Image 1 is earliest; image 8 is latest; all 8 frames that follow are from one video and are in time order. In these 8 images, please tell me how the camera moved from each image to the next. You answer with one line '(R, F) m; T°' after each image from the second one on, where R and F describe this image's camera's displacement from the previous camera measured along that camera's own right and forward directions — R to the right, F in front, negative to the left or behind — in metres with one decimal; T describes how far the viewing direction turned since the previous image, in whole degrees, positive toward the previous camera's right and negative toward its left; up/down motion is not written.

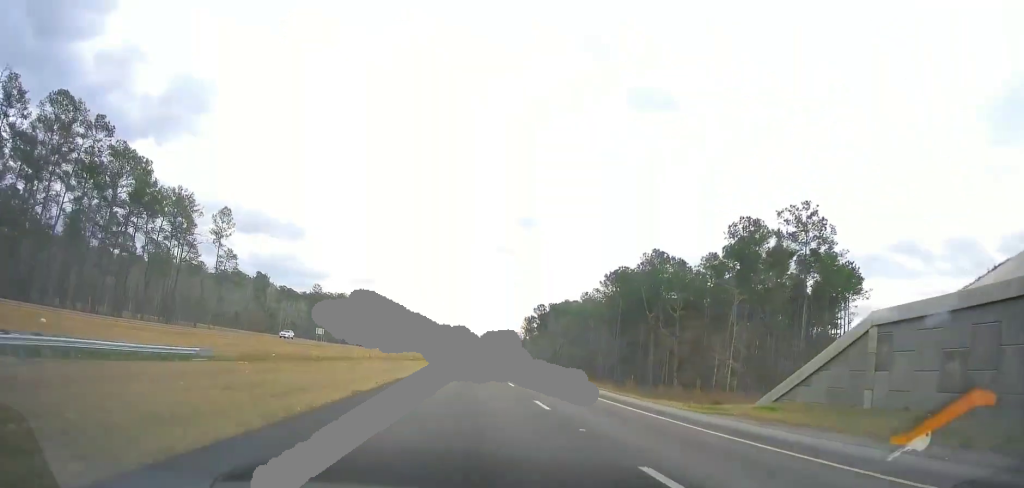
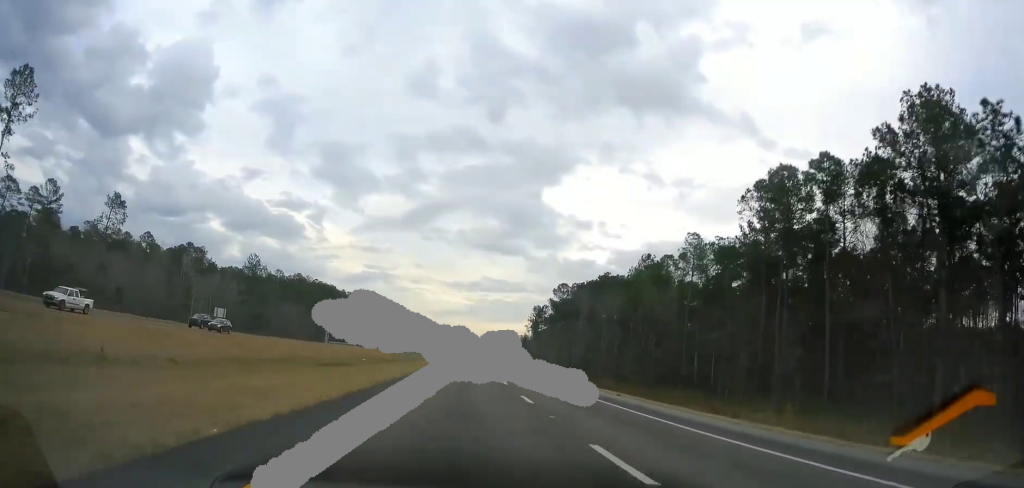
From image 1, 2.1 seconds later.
(+0.7, +70.3) m; 0°
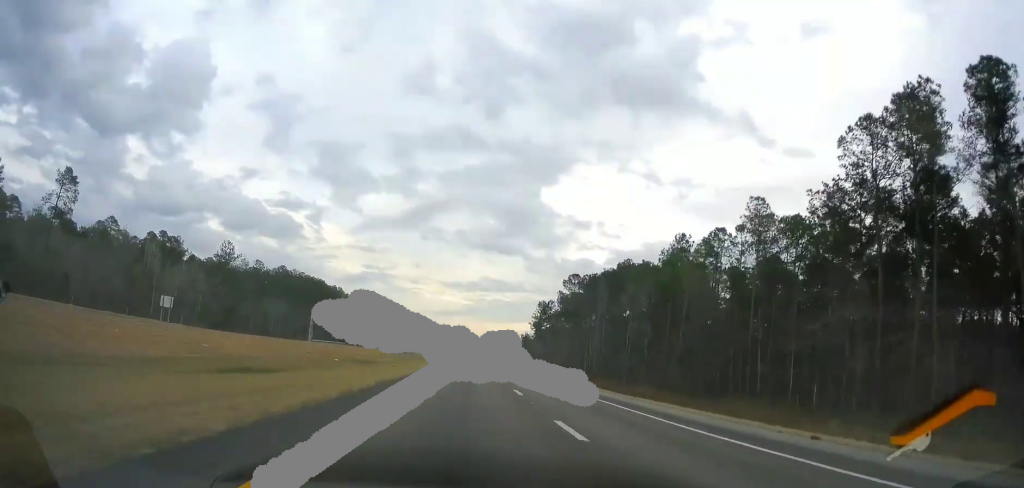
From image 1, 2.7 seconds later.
(0.0, +20.5) m; 0°
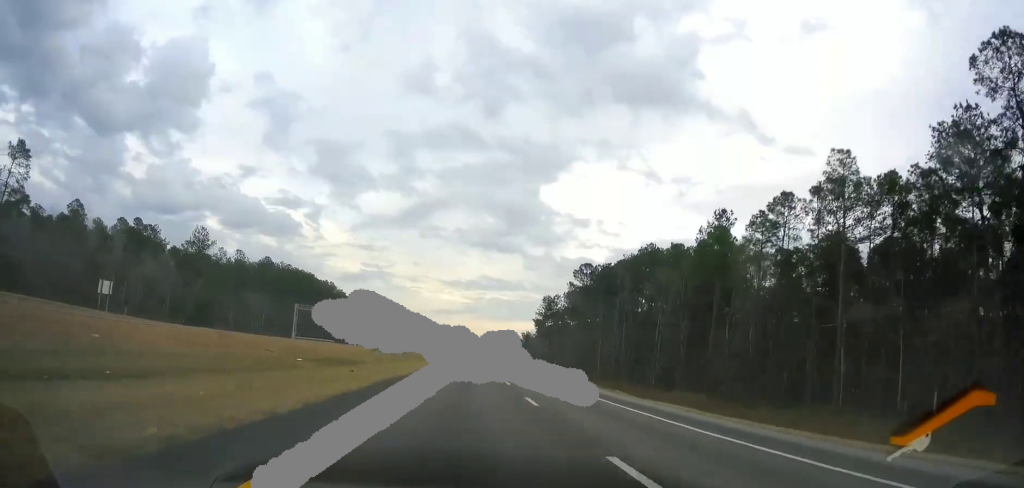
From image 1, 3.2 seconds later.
(+0.1, +17.1) m; 0°
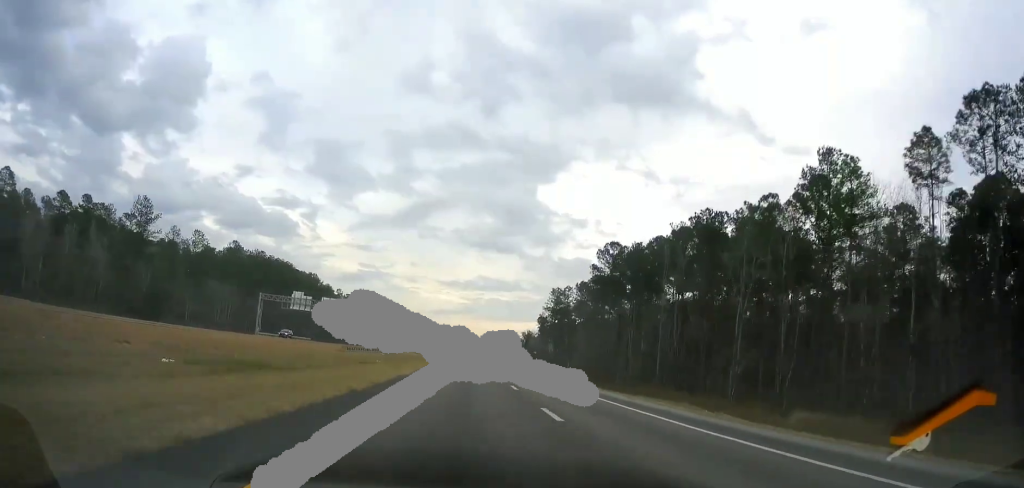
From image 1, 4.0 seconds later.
(+0.2, +28.4) m; 0°
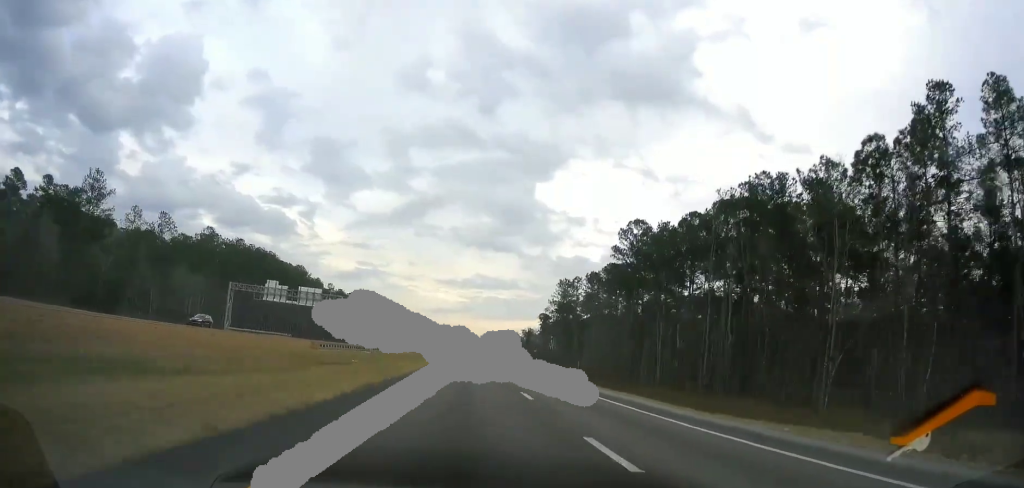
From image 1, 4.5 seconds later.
(0.0, +18.0) m; 0°
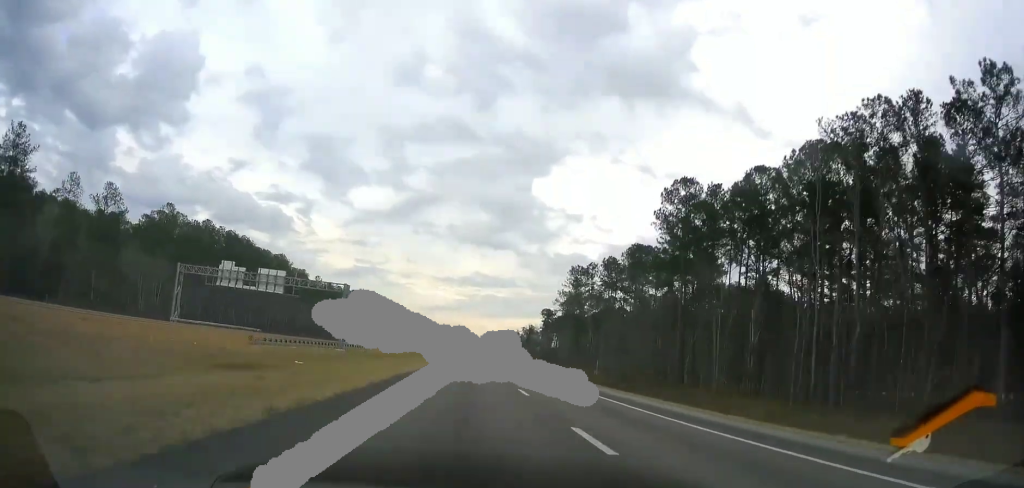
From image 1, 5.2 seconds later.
(0.0, +23.7) m; 0°
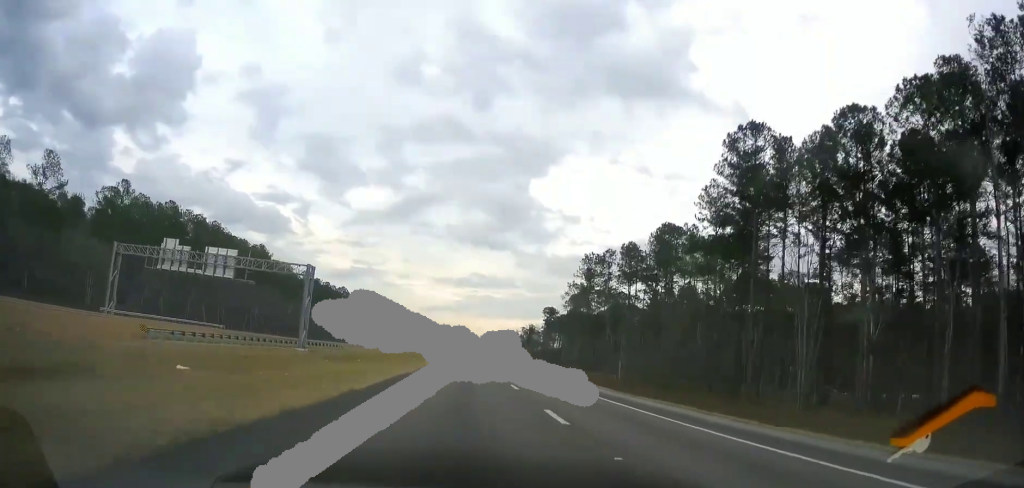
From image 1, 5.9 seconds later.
(-0.1, +21.4) m; +1°
